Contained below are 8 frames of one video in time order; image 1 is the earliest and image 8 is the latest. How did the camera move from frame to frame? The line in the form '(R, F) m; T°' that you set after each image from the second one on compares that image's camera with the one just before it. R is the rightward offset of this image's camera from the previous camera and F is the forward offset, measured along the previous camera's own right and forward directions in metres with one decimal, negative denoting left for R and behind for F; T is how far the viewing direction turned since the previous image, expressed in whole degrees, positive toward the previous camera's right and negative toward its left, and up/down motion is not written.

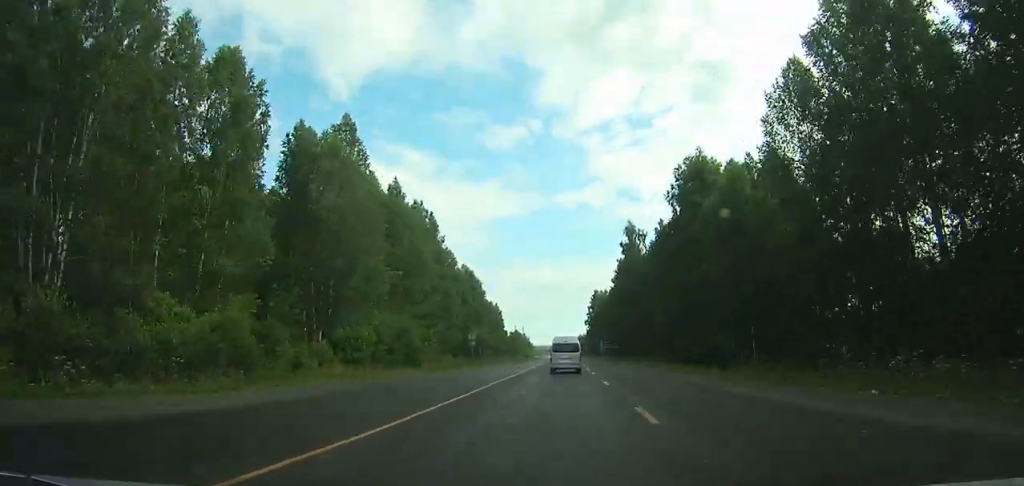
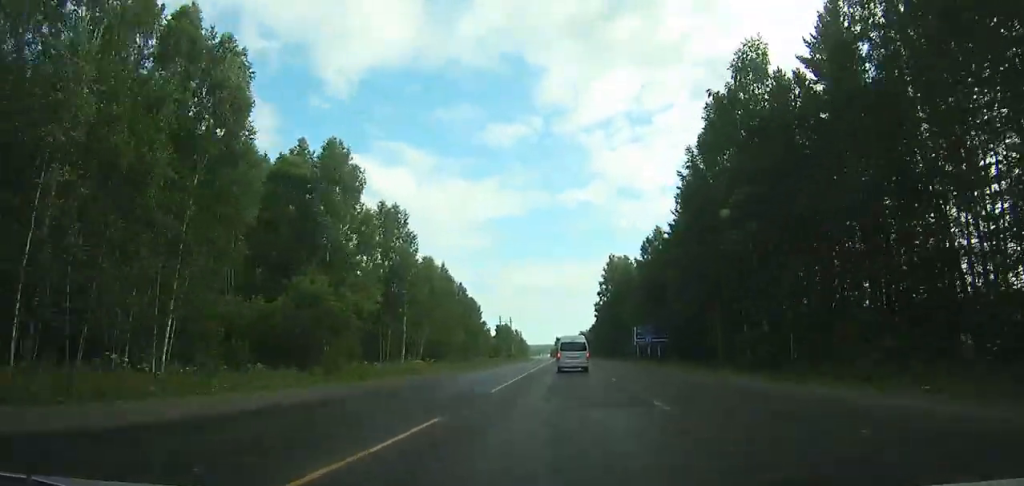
(-1.8, +68.7) m; 0°
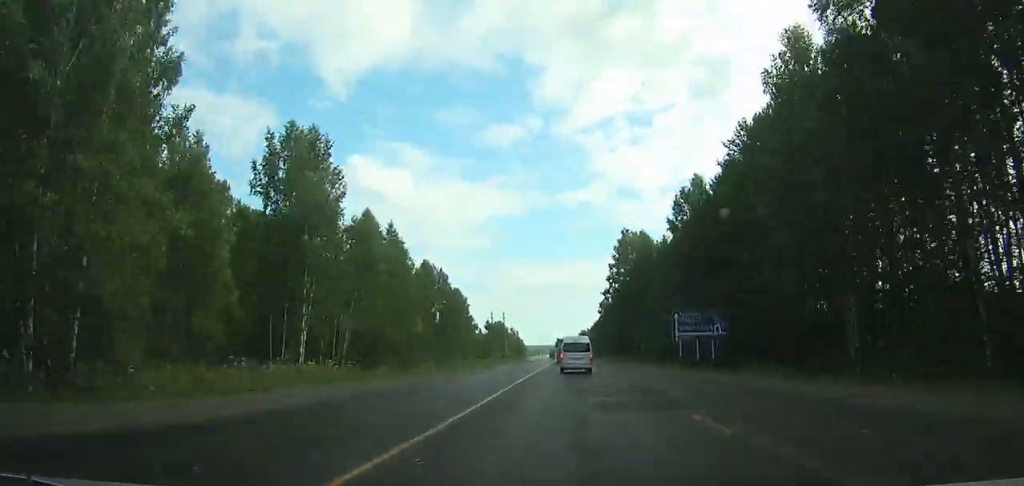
(+0.3, +27.5) m; +1°
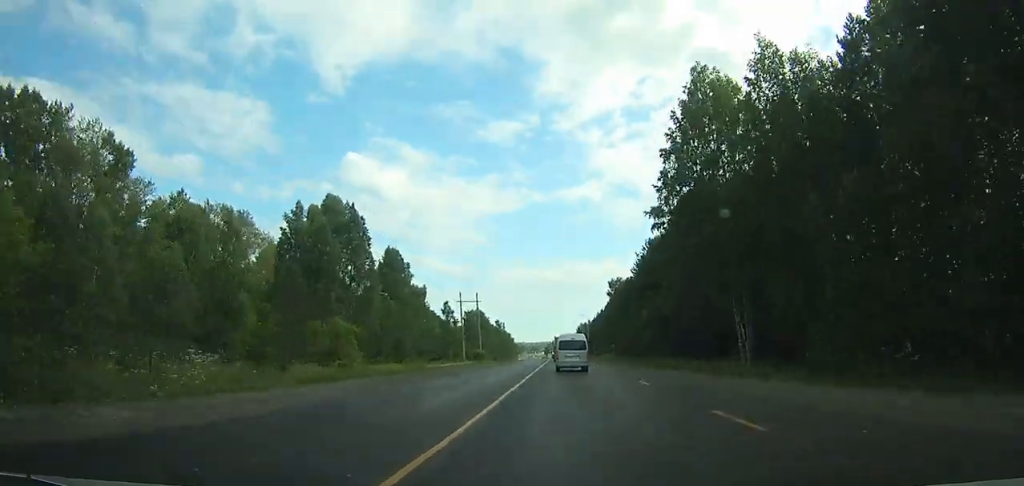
(+0.3, +60.4) m; 0°
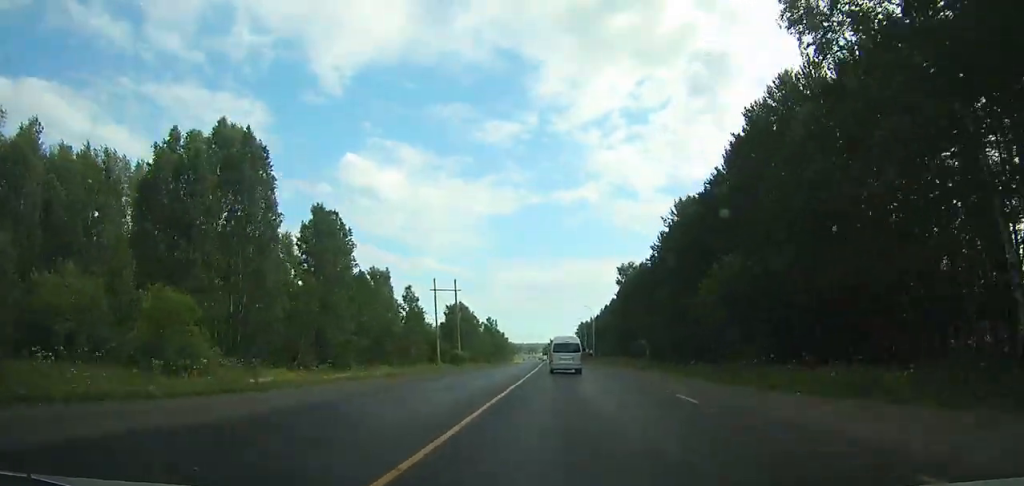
(0.0, +30.9) m; 0°
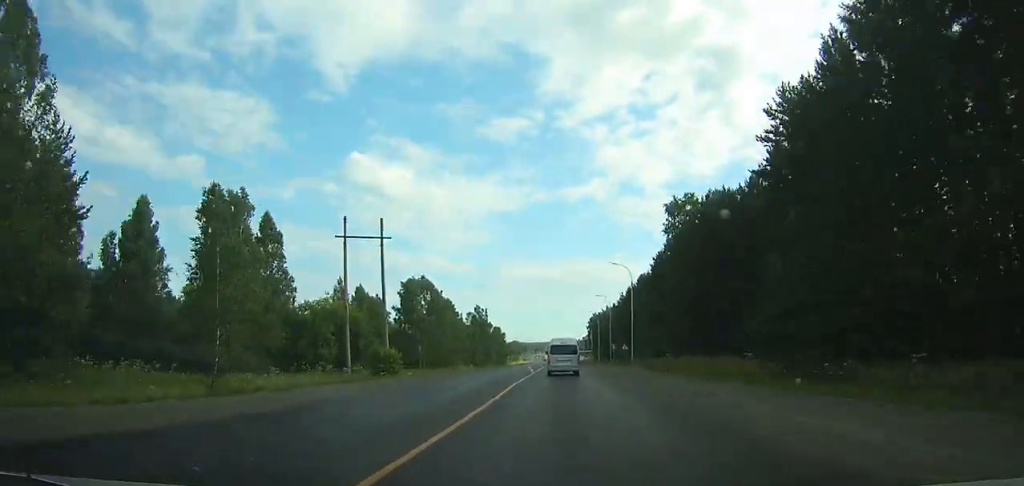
(-0.3, +55.9) m; 0°
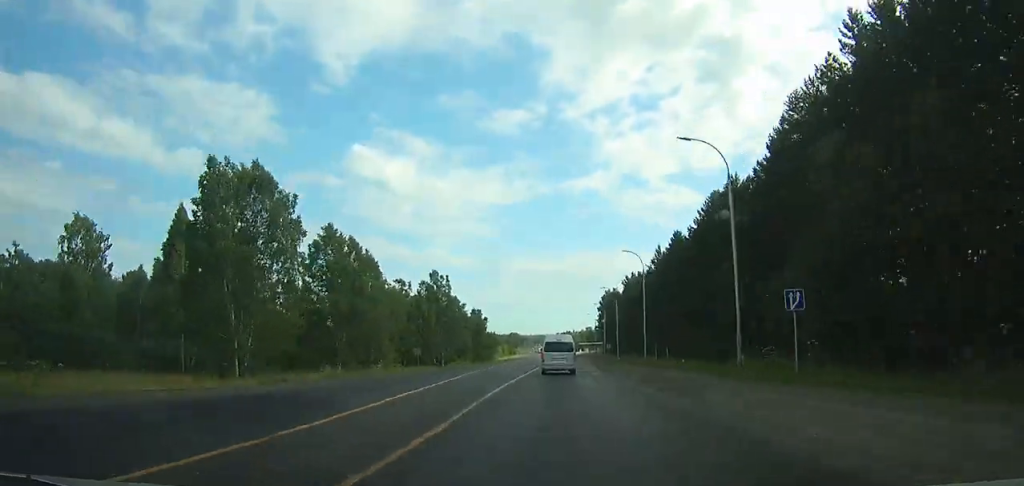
(-0.1, +67.6) m; 0°
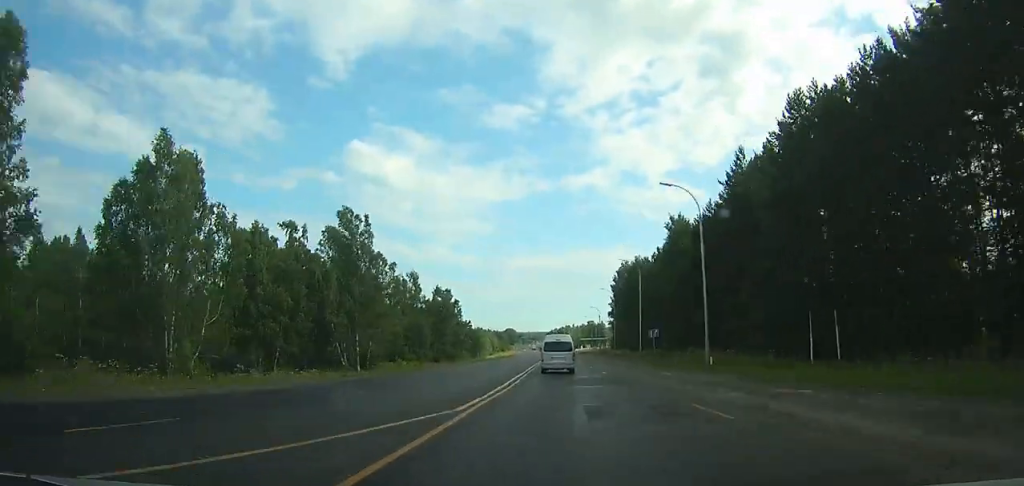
(+0.1, +54.4) m; 0°
